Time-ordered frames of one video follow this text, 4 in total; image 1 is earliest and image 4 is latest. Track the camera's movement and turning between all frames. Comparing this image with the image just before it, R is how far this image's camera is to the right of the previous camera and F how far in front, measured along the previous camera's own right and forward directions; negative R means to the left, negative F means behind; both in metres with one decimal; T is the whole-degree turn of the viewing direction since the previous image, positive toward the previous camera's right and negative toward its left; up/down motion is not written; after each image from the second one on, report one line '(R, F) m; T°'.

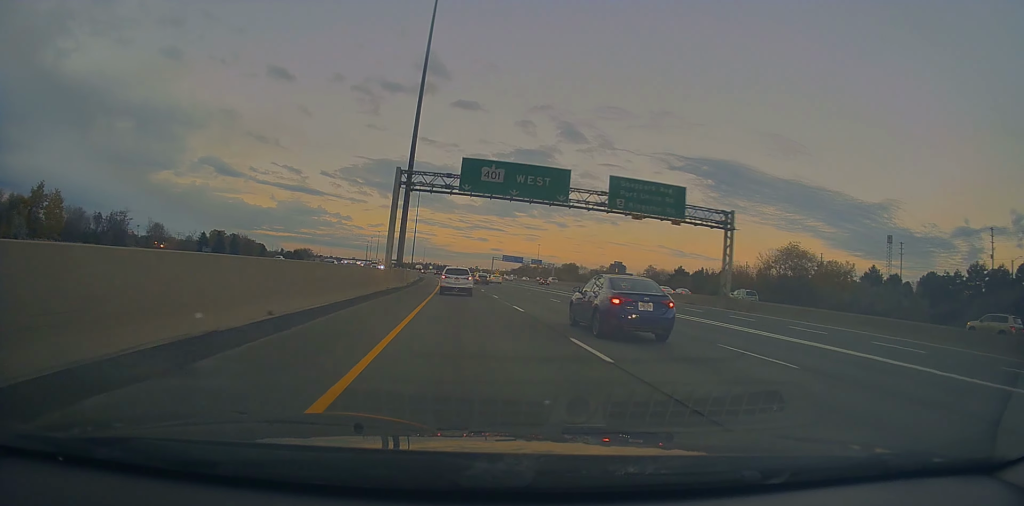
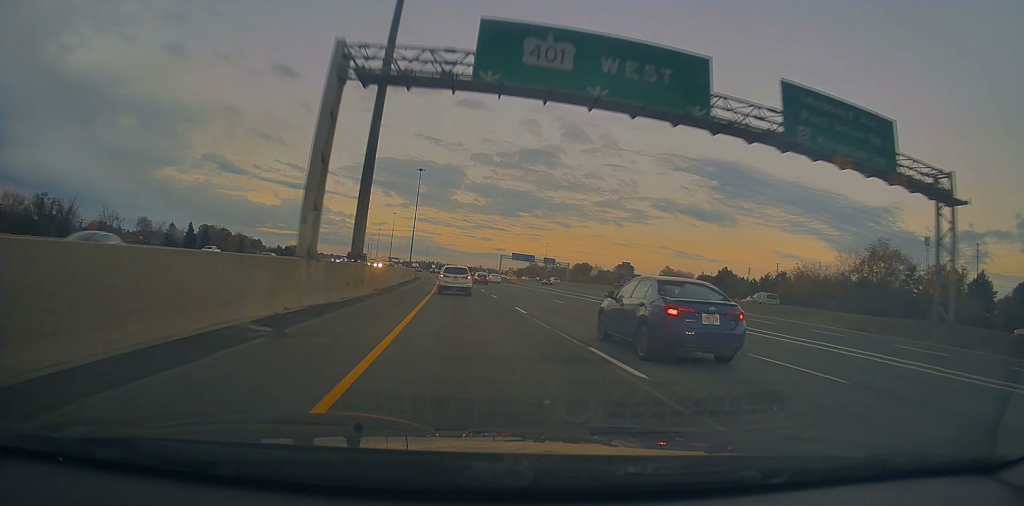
(0.0, +25.1) m; 0°
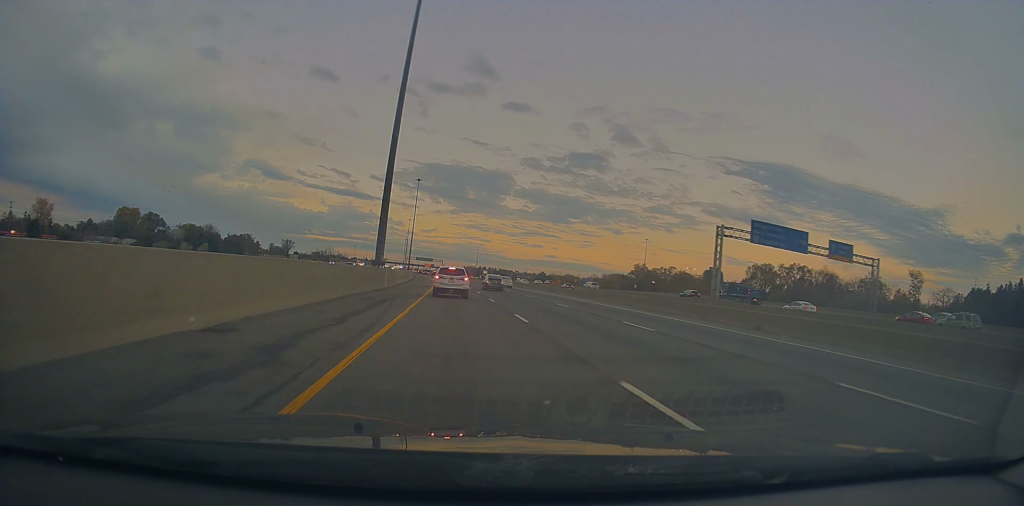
(-6.6, +156.3) m; -5°
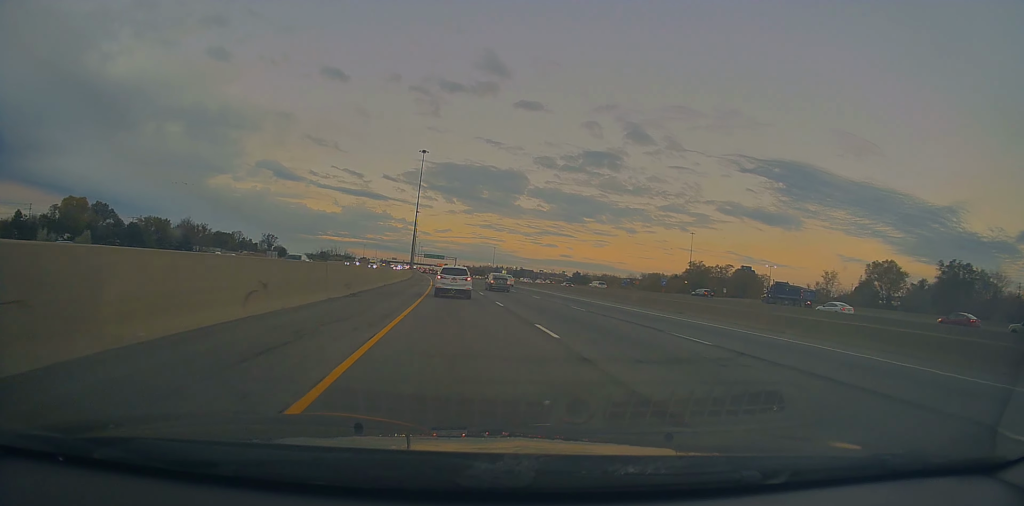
(-0.9, +51.9) m; -2°
